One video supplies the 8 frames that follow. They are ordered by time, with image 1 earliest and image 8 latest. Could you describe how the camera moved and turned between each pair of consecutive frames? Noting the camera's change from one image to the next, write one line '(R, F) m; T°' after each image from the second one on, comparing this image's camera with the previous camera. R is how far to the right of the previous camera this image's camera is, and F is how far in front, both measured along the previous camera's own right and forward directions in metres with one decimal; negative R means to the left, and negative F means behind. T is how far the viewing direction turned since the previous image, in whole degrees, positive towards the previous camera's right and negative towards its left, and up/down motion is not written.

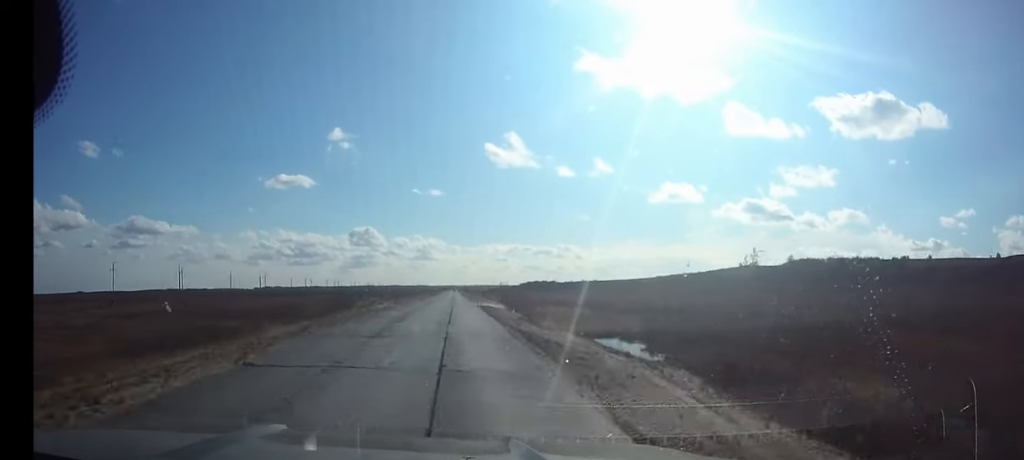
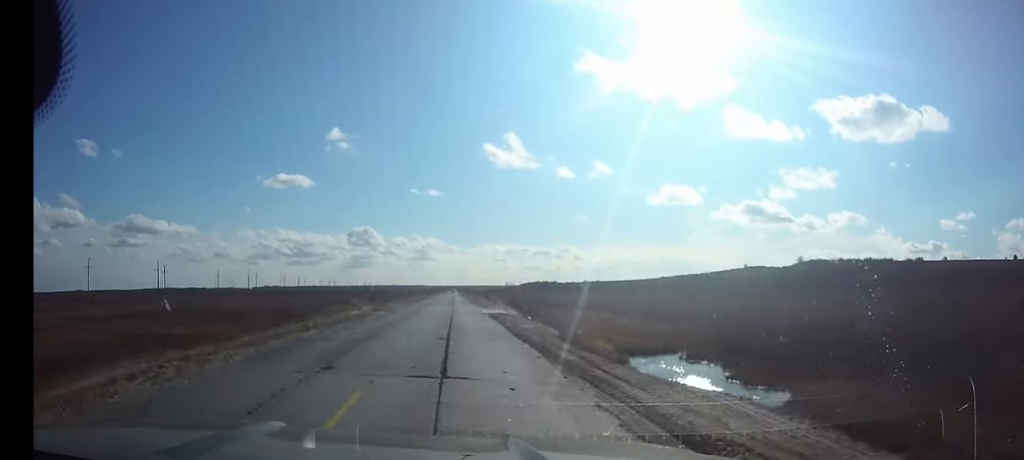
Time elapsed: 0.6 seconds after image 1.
(0.0, +12.9) m; 0°
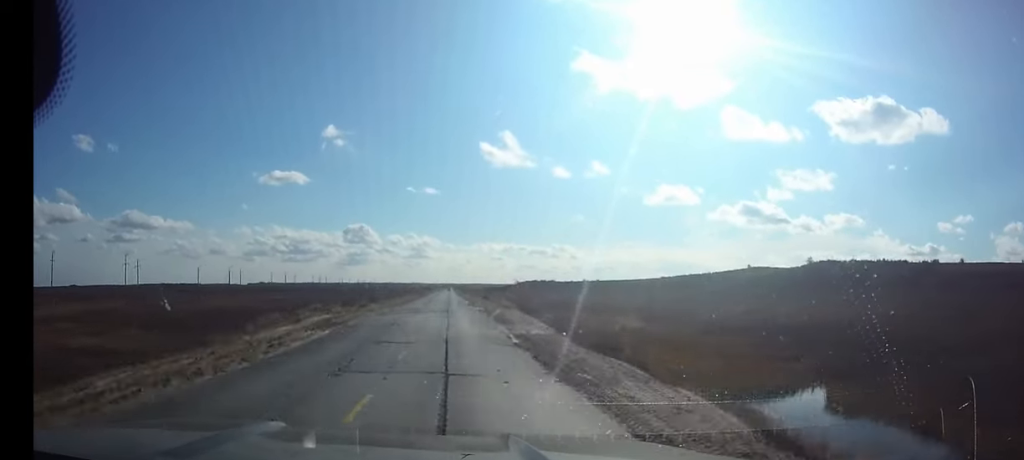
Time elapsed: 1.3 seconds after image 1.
(+0.1, +17.3) m; 0°
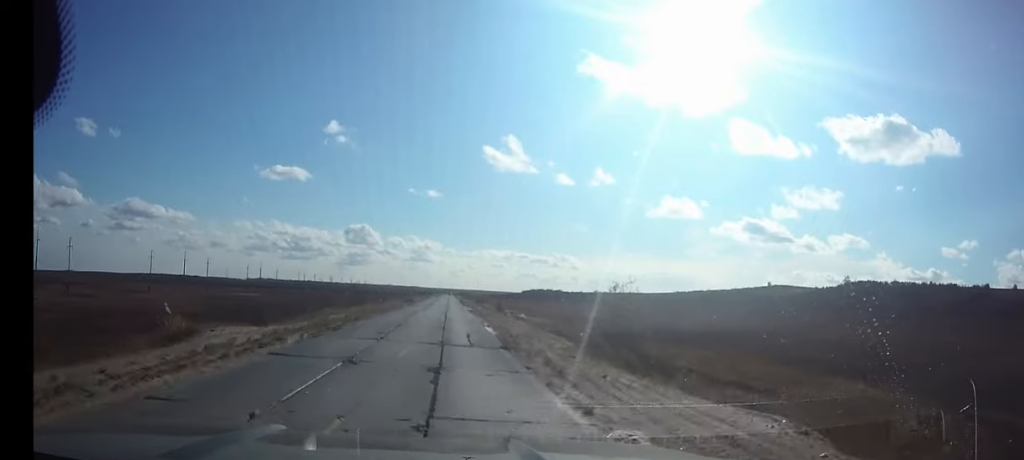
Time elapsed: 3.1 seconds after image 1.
(-0.1, +40.6) m; 0°
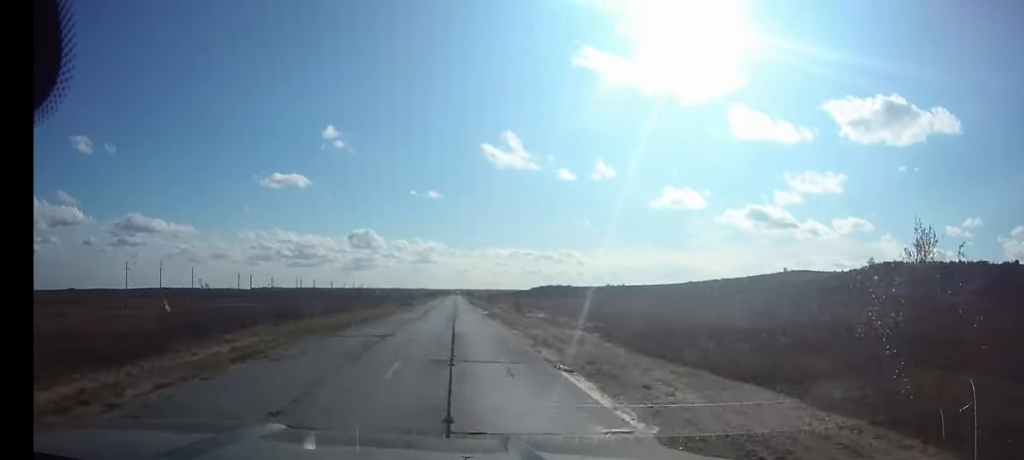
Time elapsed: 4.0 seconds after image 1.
(0.0, +21.3) m; 0°
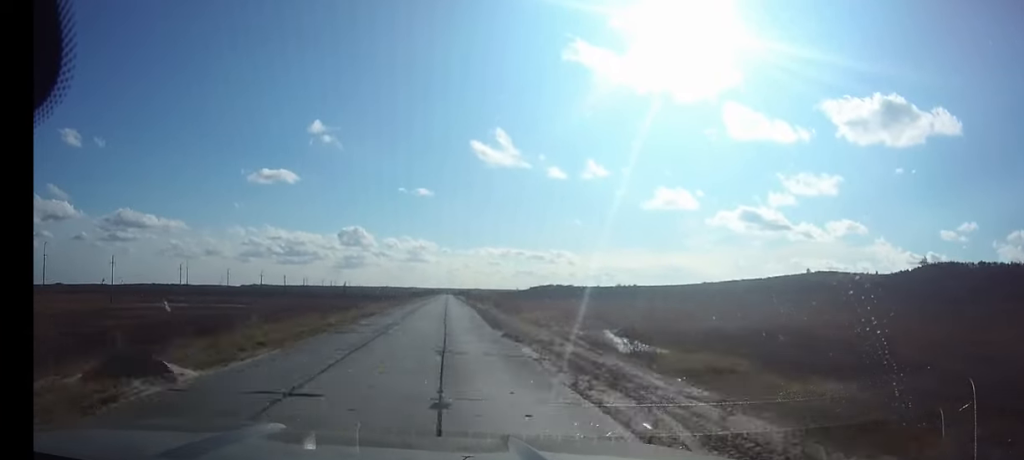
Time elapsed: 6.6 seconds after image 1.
(+0.2, +53.4) m; 0°
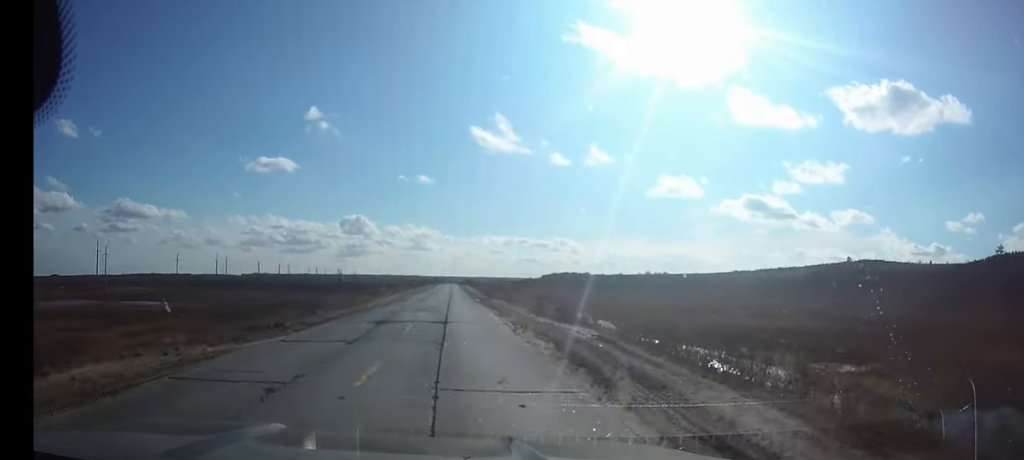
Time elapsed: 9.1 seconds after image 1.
(0.0, +53.4) m; 0°
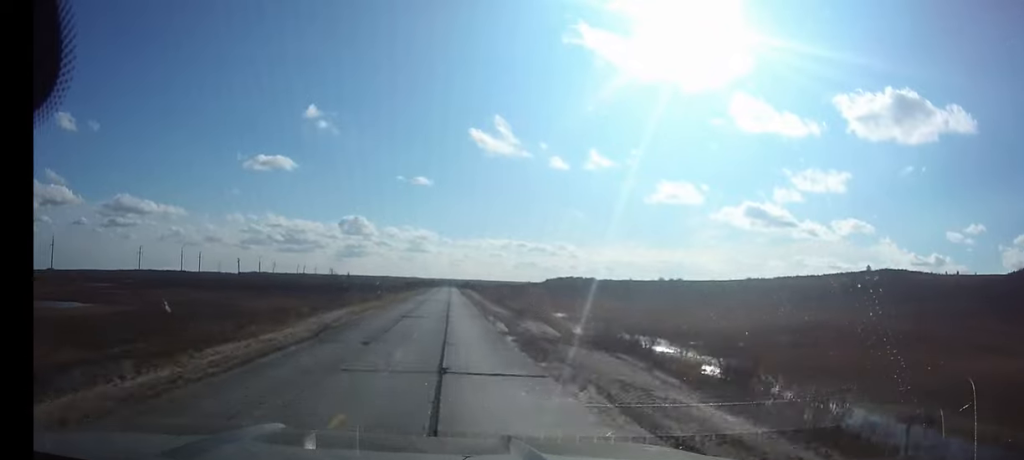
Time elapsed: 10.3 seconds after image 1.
(0.0, +26.8) m; 0°
